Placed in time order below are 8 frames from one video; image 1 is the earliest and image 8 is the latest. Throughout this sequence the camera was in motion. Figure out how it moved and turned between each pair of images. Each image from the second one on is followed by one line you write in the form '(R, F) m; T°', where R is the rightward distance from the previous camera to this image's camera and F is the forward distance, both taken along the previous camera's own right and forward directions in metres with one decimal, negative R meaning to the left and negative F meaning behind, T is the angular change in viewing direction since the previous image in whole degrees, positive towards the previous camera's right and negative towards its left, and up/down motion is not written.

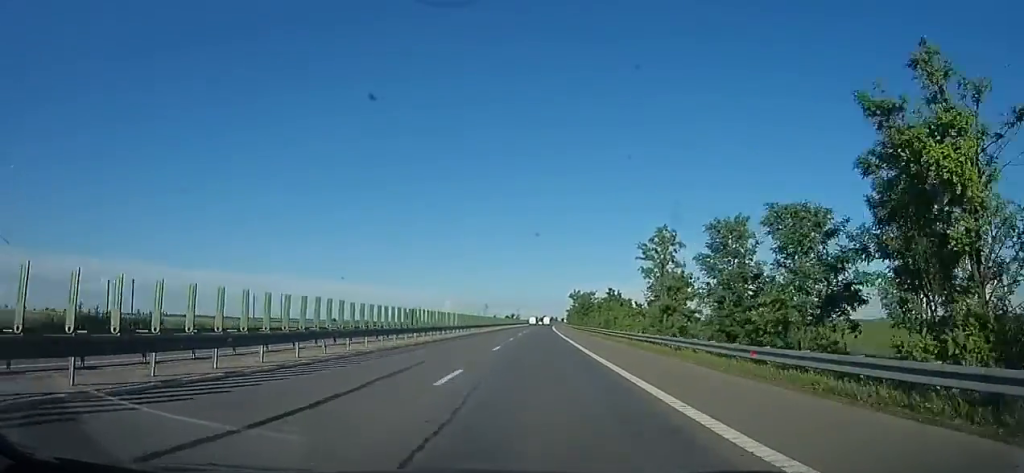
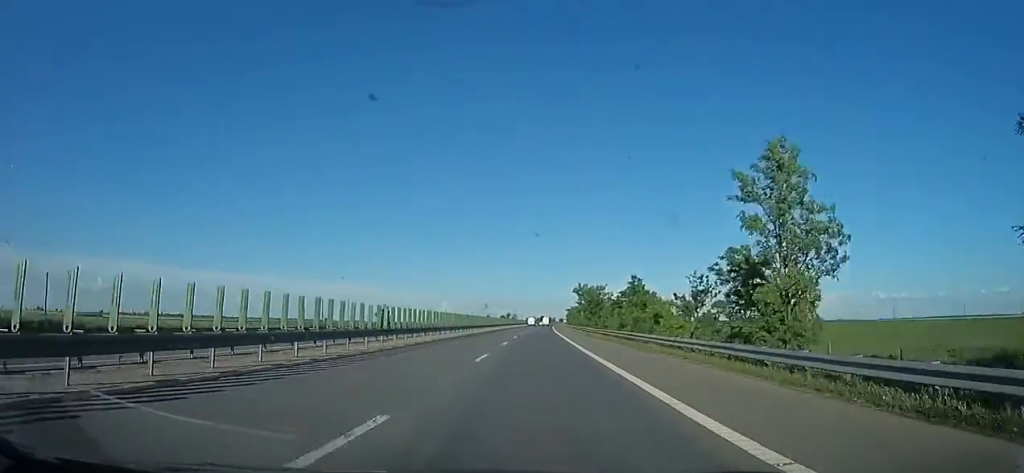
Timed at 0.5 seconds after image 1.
(0.0, +18.0) m; 0°
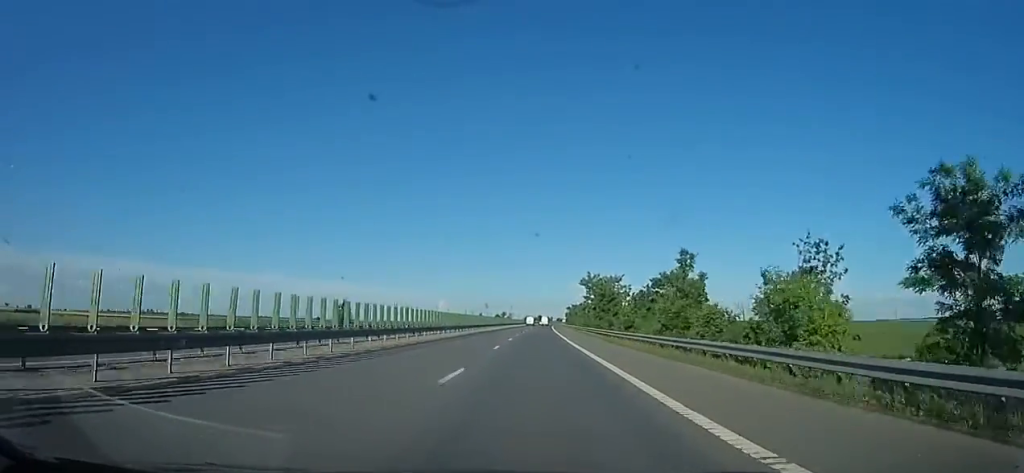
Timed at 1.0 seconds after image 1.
(0.0, +17.4) m; 0°
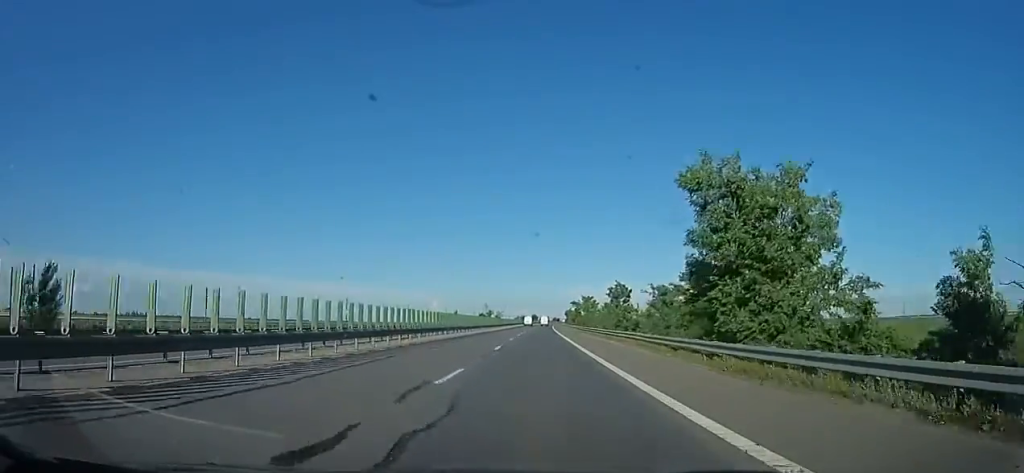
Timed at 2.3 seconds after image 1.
(0.0, +47.5) m; +1°
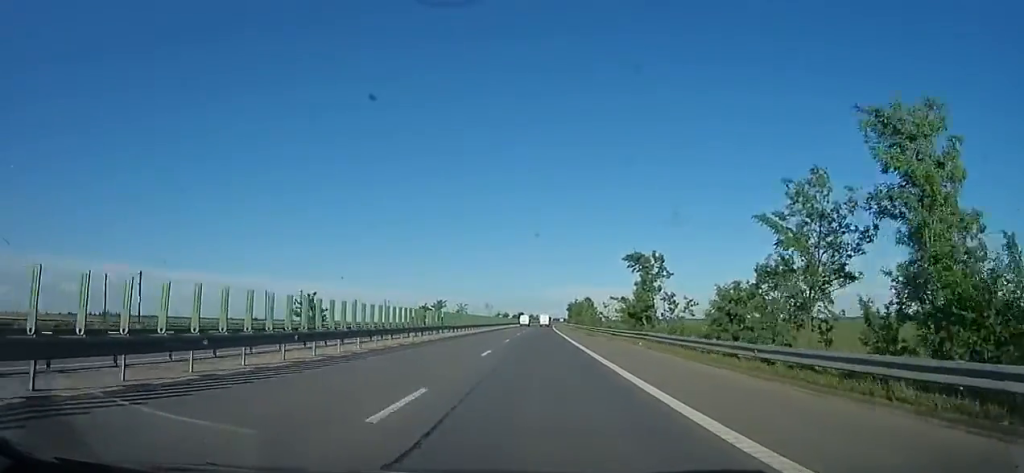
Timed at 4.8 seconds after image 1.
(+1.8, +87.6) m; +2°
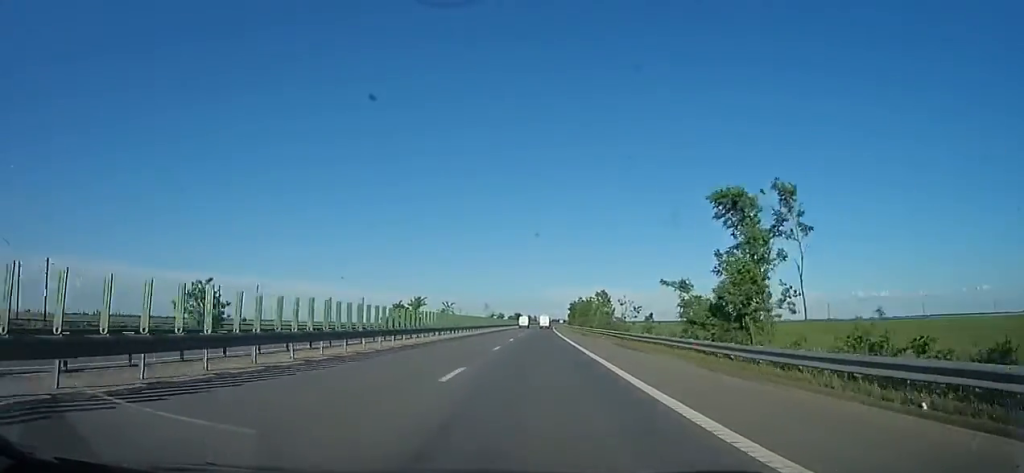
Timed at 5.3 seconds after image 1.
(+0.1, +19.4) m; +1°
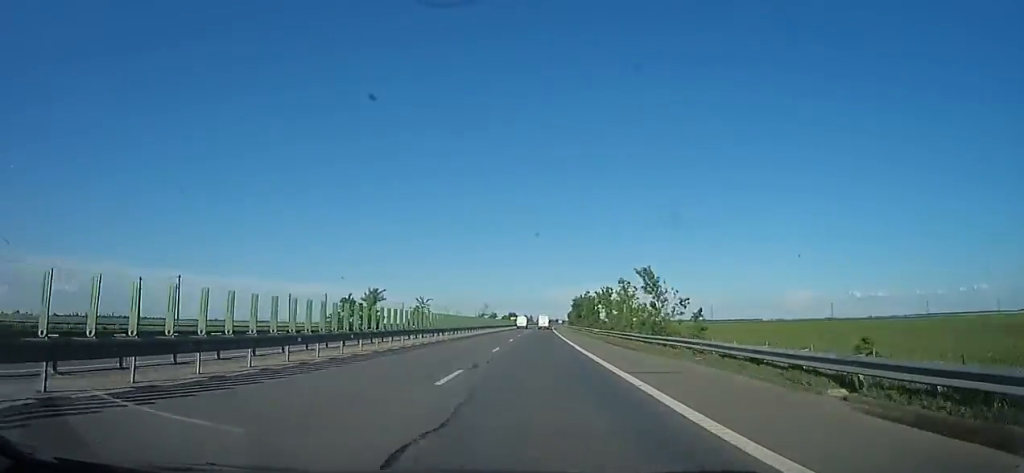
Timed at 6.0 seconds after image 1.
(+0.7, +24.1) m; +2°
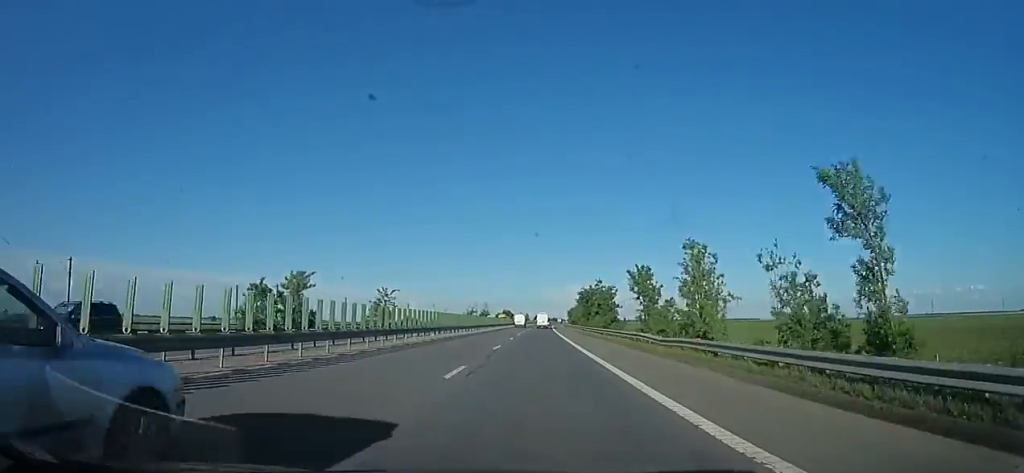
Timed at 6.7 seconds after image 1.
(0.0, +23.0) m; 0°
